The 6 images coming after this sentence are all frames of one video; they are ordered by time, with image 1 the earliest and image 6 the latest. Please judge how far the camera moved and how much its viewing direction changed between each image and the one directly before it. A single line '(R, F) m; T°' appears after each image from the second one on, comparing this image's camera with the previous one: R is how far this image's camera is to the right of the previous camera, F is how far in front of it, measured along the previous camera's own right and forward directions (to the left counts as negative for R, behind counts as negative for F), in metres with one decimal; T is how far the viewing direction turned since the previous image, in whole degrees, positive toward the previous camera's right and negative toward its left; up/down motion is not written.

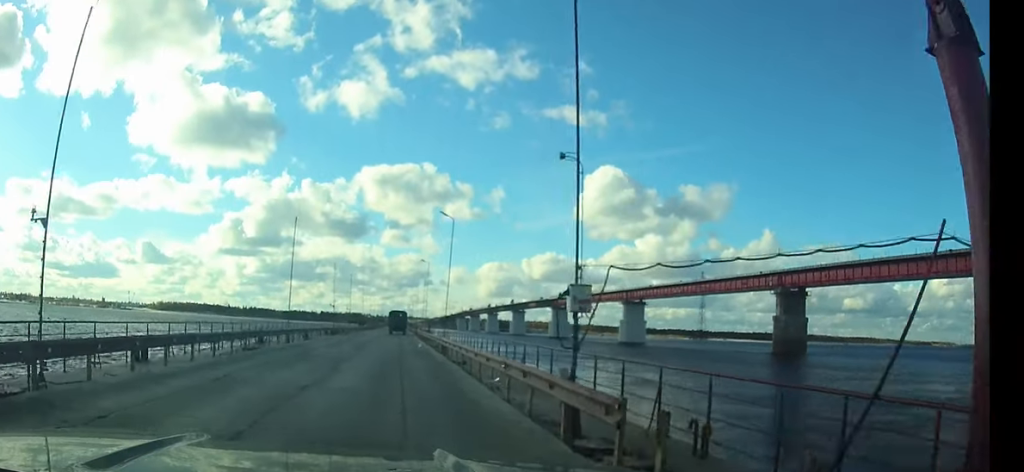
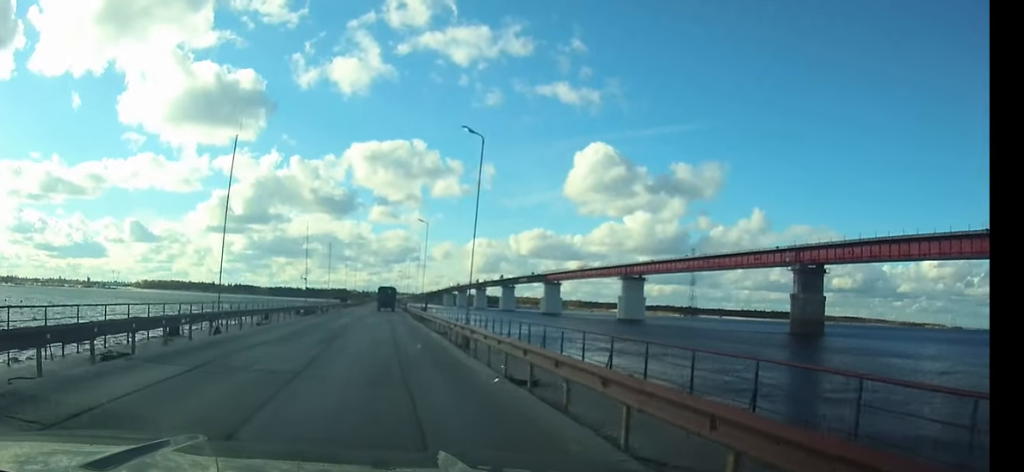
(+0.2, +13.8) m; +1°
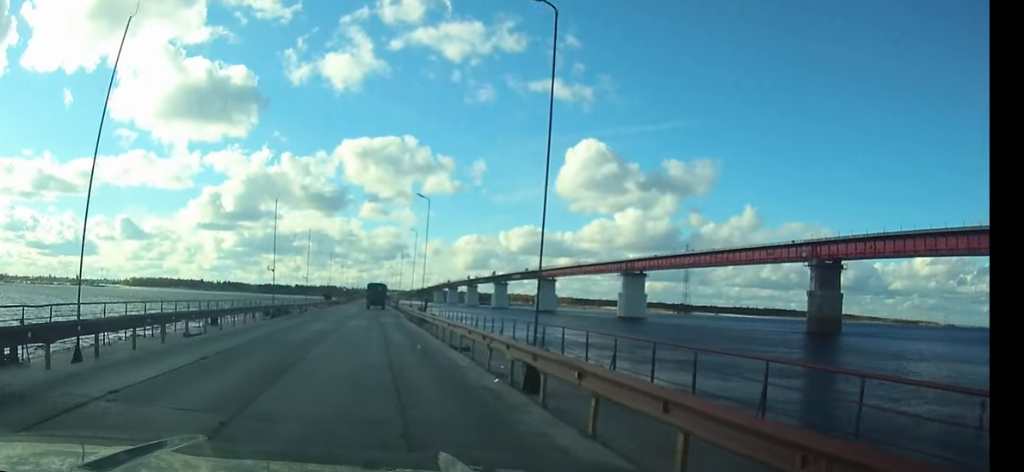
(0.0, +10.7) m; 0°
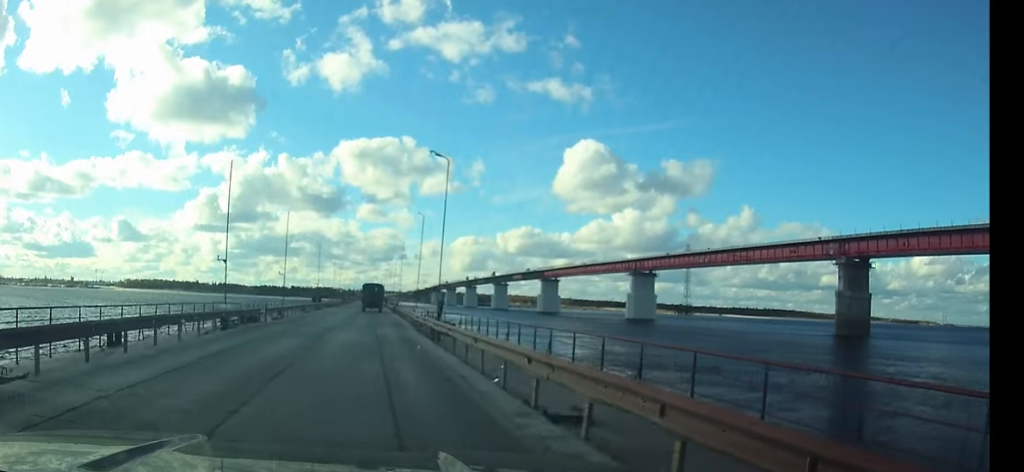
(0.0, +11.8) m; 0°
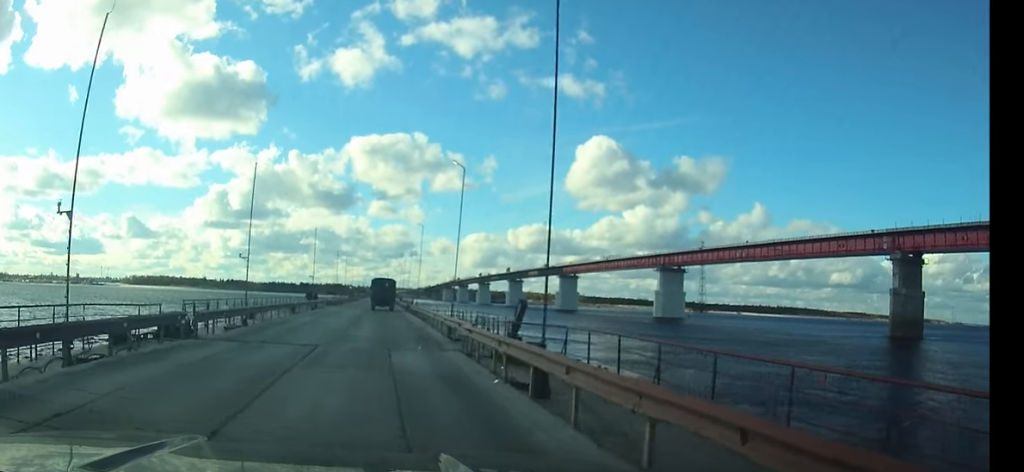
(0.0, +14.6) m; 0°
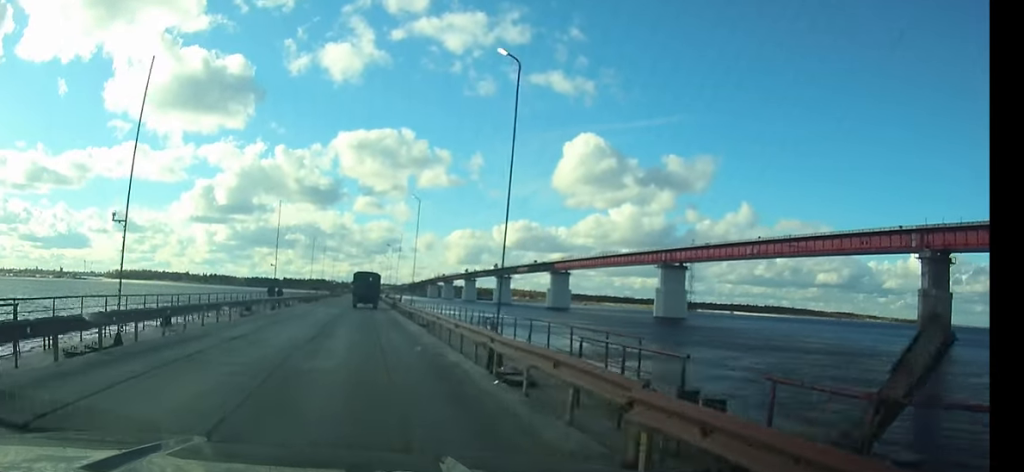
(+0.1, +11.6) m; +1°
